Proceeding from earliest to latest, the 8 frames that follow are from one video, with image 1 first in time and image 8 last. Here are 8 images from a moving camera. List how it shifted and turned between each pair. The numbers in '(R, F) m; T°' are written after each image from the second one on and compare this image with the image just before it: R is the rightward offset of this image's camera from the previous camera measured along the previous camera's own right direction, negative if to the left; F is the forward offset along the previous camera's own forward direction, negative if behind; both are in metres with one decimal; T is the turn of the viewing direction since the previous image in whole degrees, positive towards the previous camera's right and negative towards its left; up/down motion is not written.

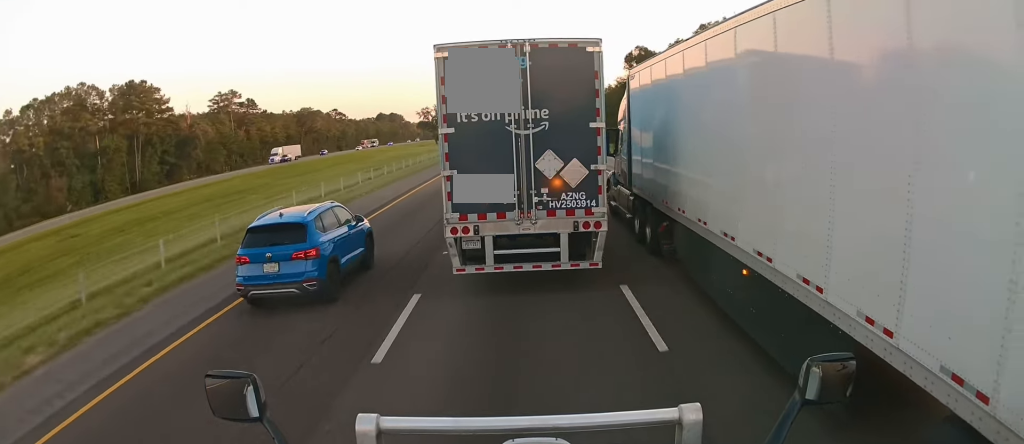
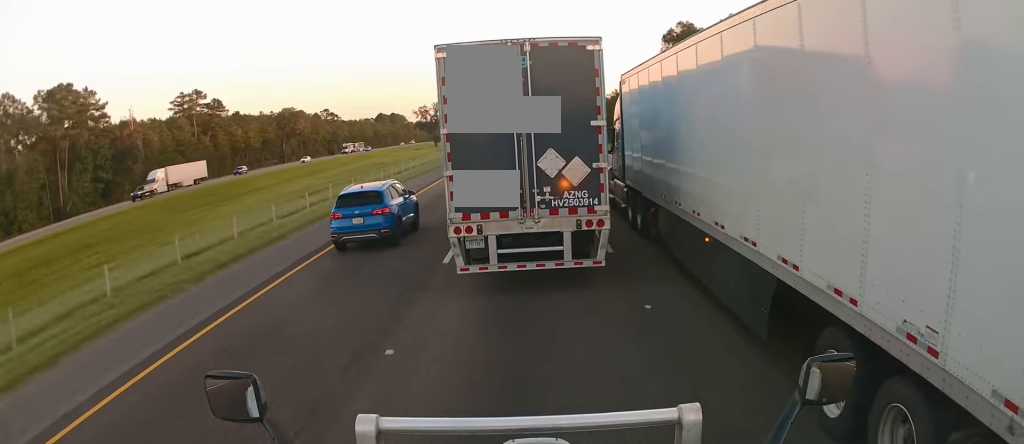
(-0.1, +31.2) m; 0°
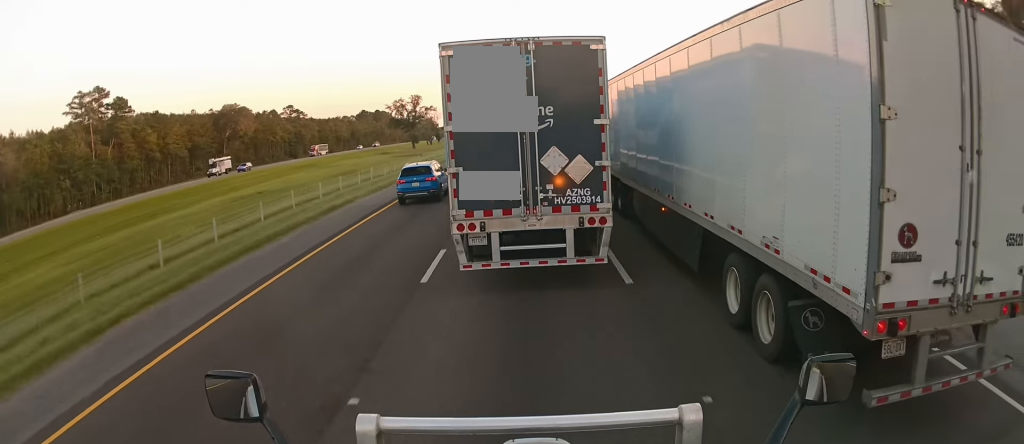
(-0.5, +51.4) m; -1°
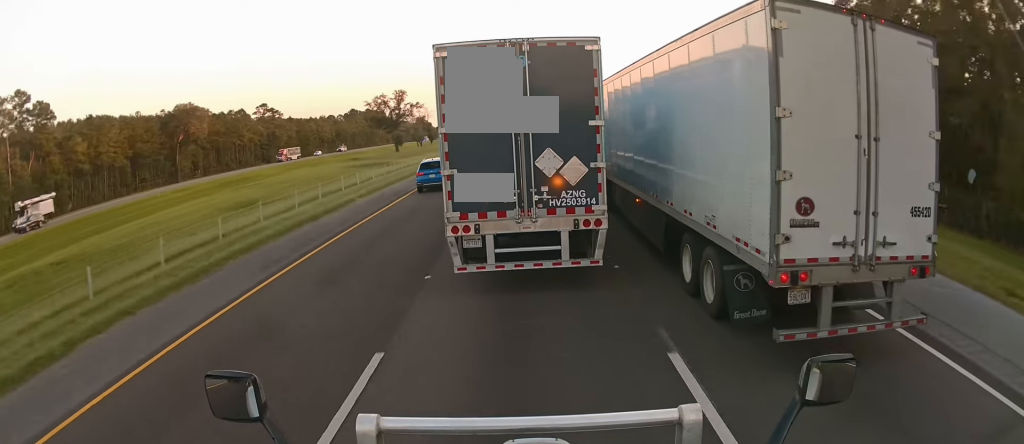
(+0.1, +31.3) m; 0°
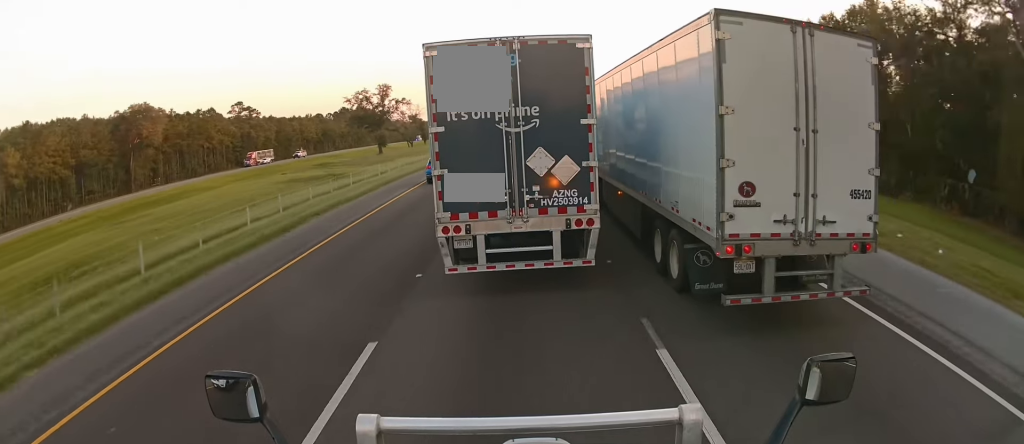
(+0.1, +24.2) m; 0°
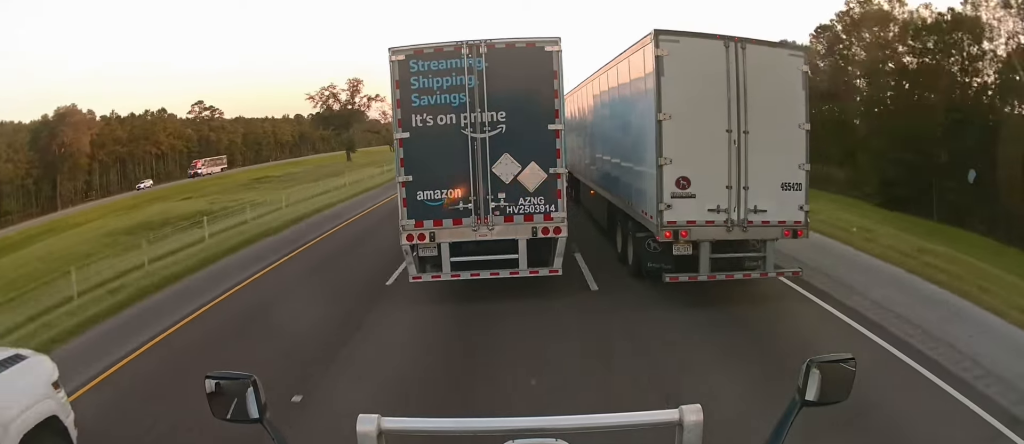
(0.0, +30.3) m; 0°
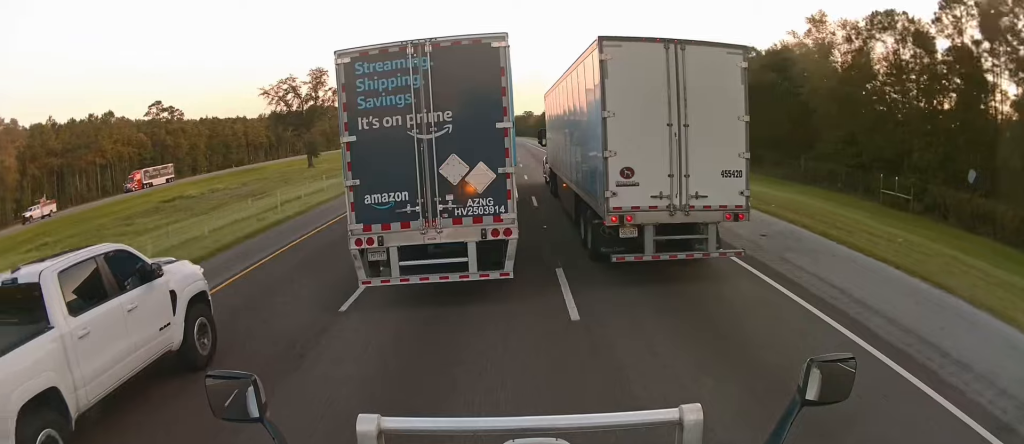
(+0.2, +26.4) m; 0°
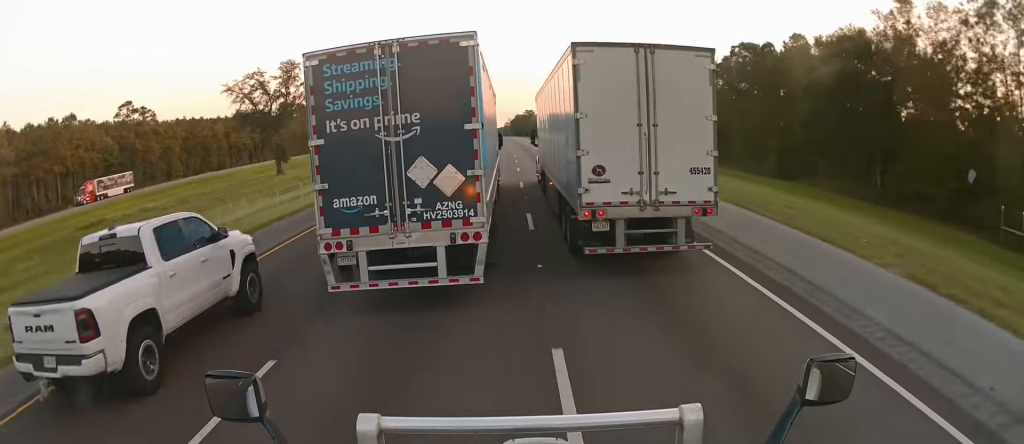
(0.0, +17.4) m; 0°
